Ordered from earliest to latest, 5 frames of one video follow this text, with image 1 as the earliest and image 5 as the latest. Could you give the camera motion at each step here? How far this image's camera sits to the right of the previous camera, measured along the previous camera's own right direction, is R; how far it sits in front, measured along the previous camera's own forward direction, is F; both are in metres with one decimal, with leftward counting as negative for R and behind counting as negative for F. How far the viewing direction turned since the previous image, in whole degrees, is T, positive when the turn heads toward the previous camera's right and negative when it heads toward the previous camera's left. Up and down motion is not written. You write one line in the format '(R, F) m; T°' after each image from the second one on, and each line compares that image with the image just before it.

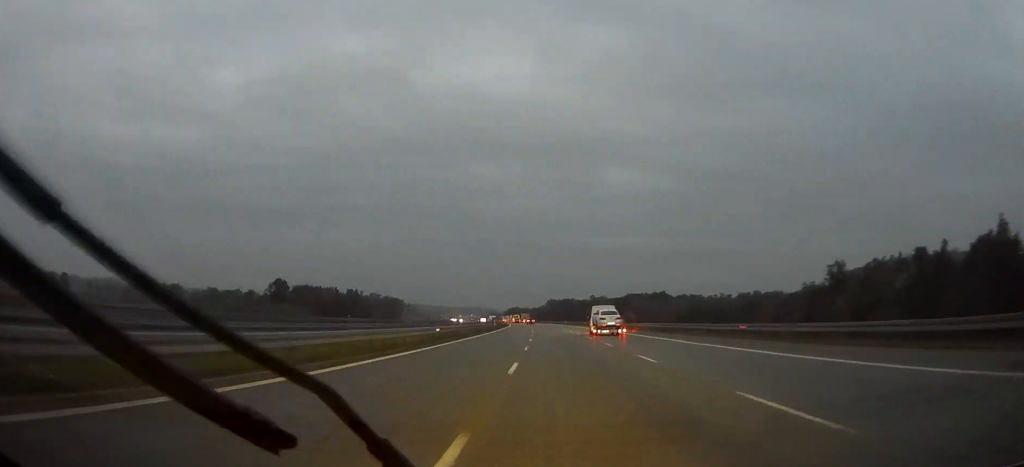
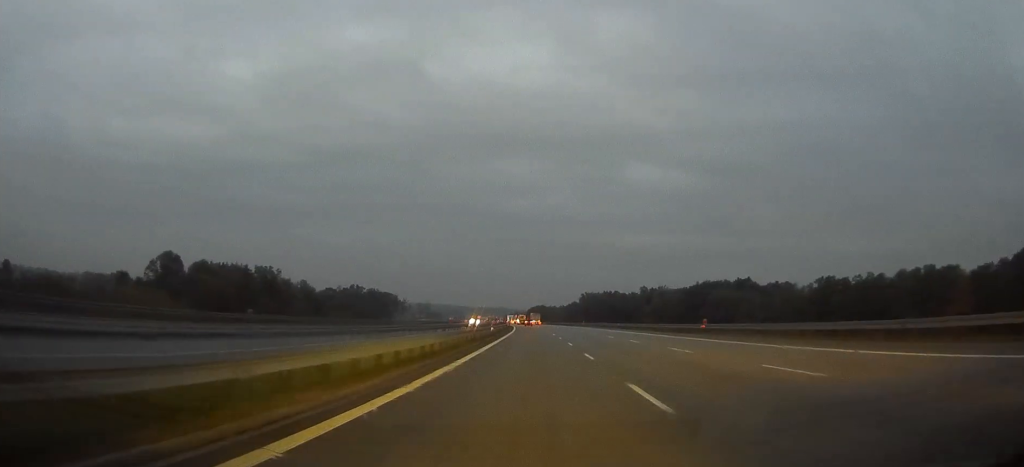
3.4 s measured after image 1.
(+0.8, +134.8) m; -2°
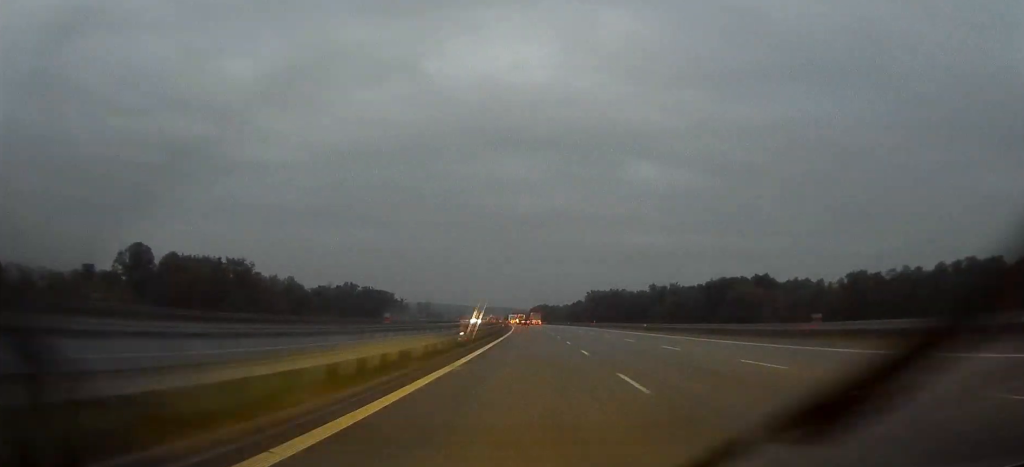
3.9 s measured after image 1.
(0.0, +21.6) m; 0°
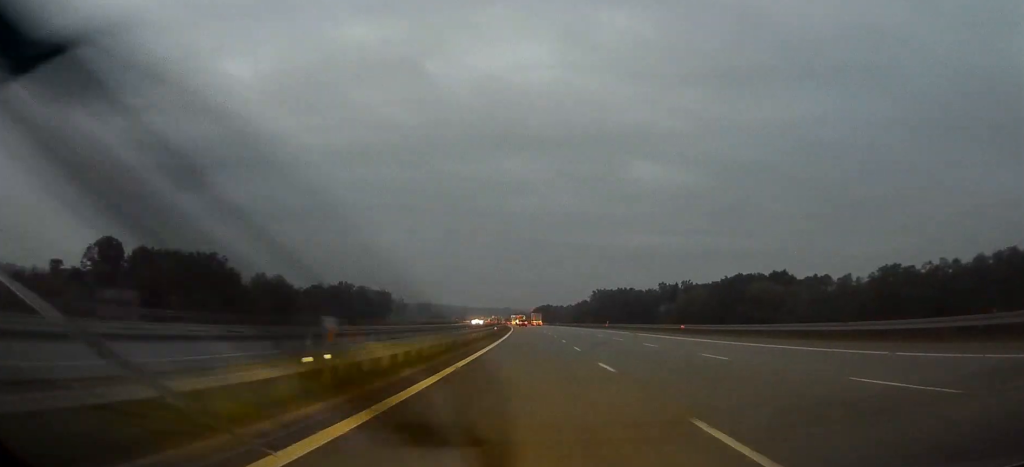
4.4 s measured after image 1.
(0.0, +19.0) m; 0°
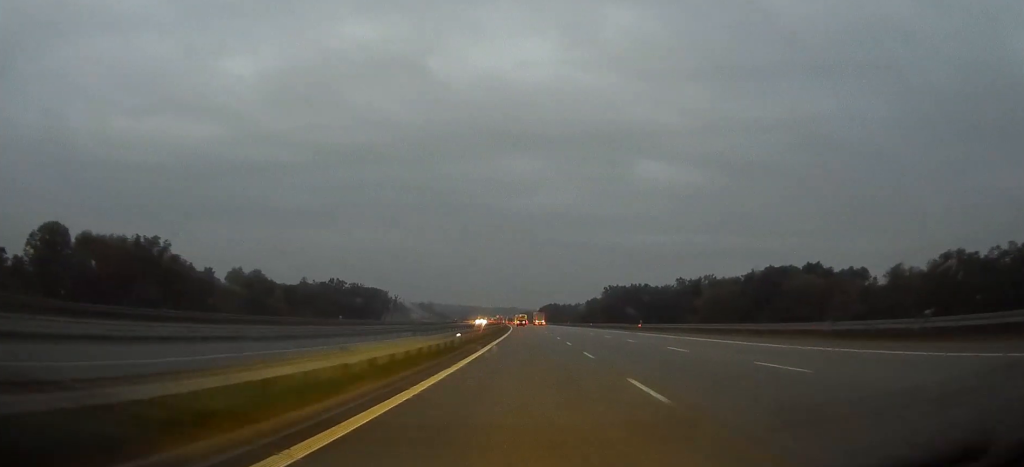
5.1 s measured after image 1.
(-0.1, +30.2) m; -1°
